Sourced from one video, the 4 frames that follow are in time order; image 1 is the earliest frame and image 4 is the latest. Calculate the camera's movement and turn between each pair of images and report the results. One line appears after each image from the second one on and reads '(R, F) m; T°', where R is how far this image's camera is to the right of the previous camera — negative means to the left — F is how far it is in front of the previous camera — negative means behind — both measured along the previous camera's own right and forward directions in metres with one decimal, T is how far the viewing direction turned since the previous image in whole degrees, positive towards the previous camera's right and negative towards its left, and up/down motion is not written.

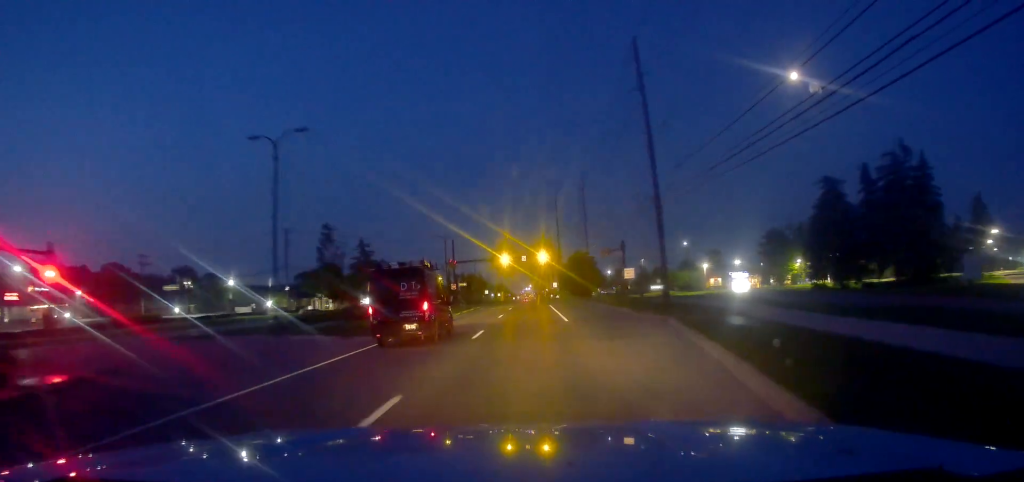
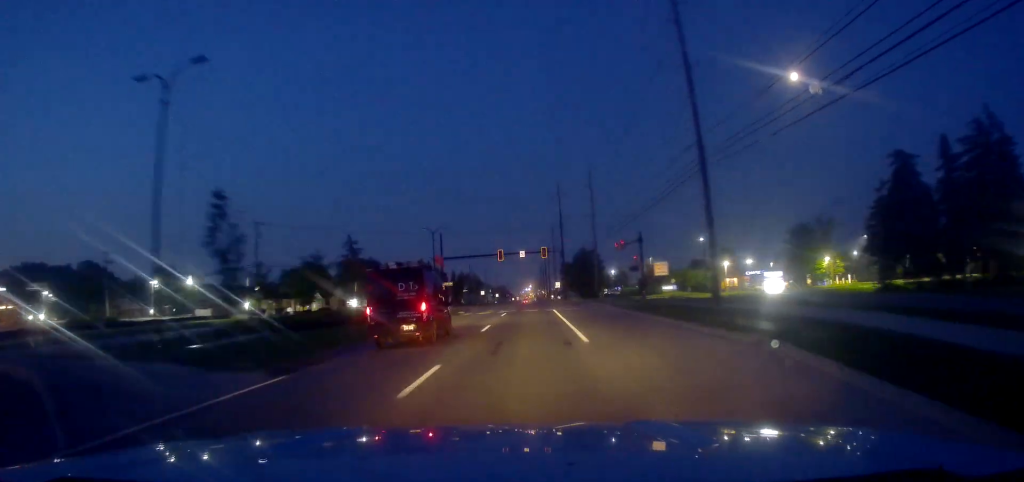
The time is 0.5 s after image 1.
(0.0, +11.2) m; -1°
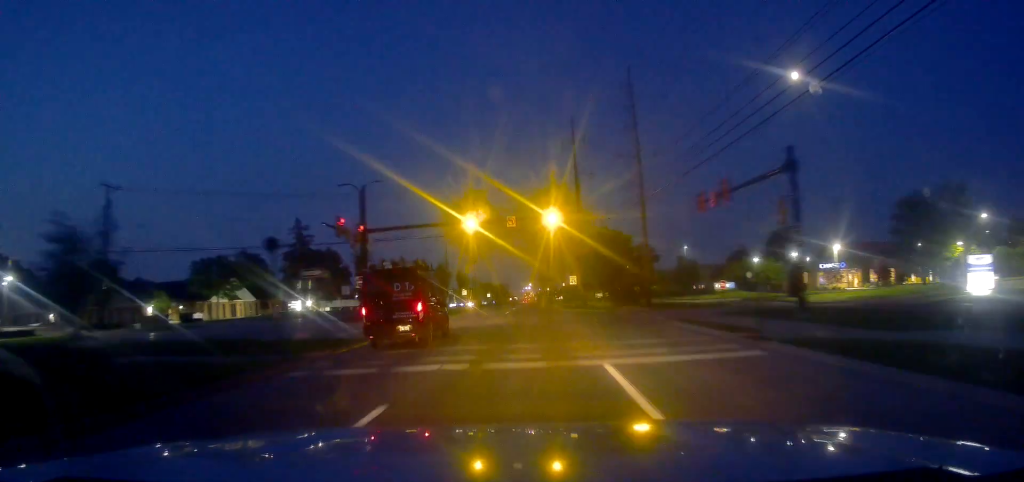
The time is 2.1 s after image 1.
(-1.1, +34.6) m; -3°
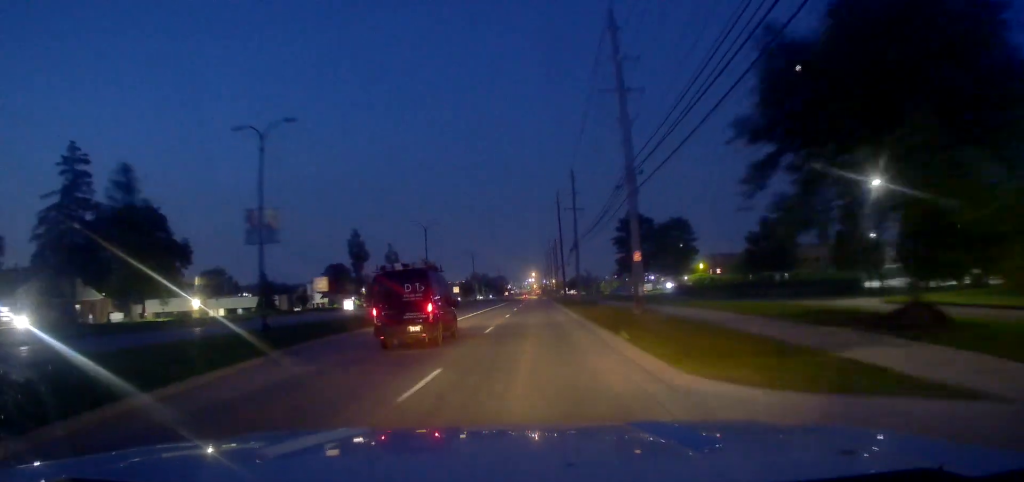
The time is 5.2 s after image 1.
(+2.5, +67.3) m; +3°
